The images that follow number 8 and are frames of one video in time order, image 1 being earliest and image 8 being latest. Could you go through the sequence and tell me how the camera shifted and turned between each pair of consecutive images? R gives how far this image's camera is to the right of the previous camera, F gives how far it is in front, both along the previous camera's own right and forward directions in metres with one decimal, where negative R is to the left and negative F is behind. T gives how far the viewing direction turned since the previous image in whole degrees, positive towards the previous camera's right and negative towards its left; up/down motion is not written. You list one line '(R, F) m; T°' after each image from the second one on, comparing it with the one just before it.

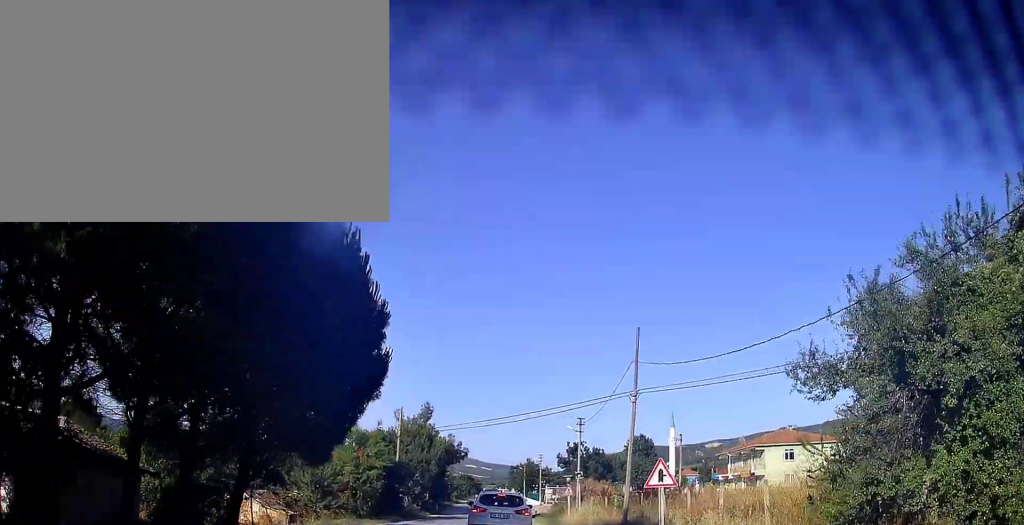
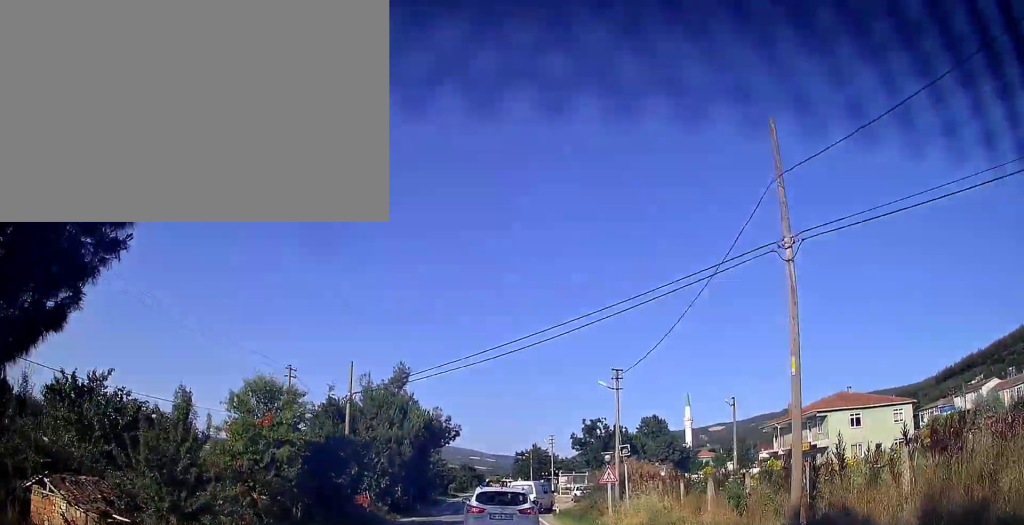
(0.0, +14.2) m; -1°
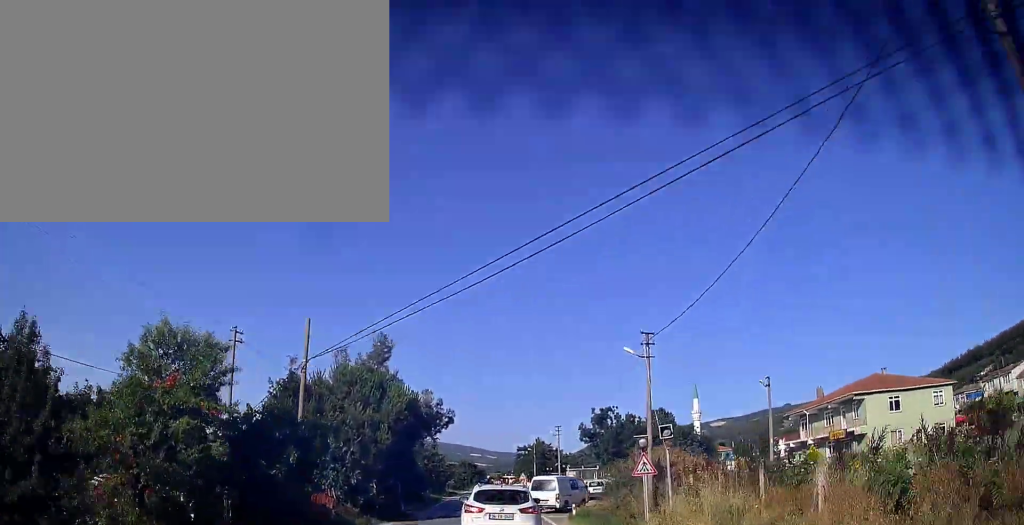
(0.0, +7.0) m; 0°
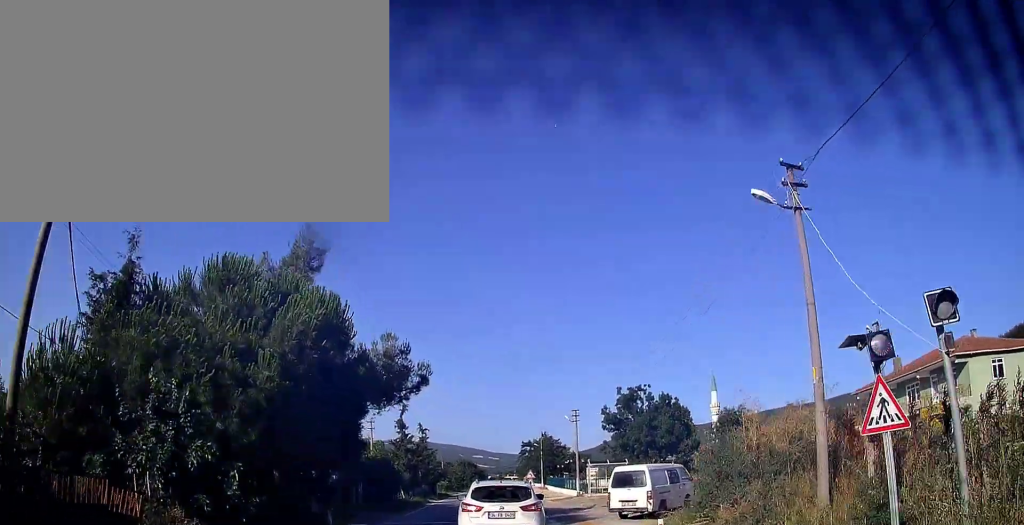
(-0.1, +14.2) m; 0°
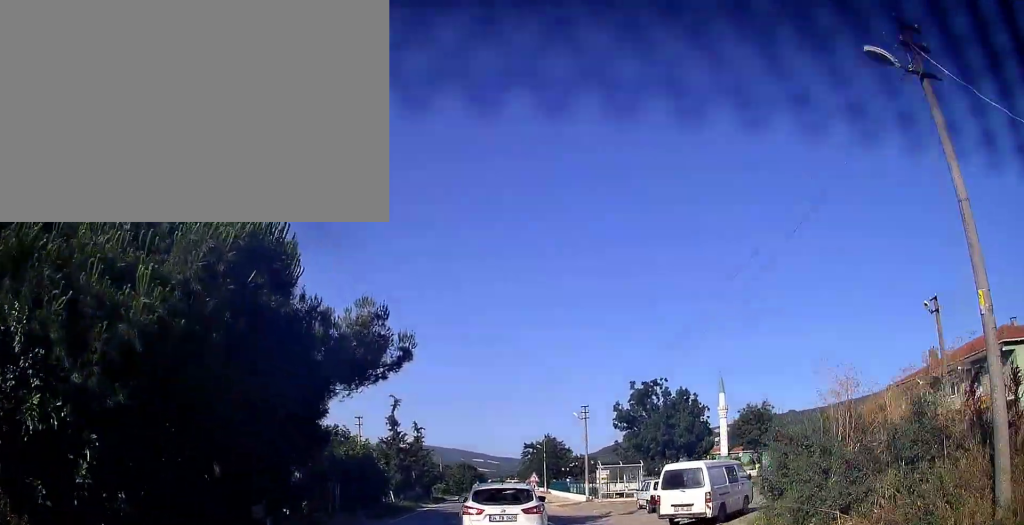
(+0.1, +4.4) m; 0°
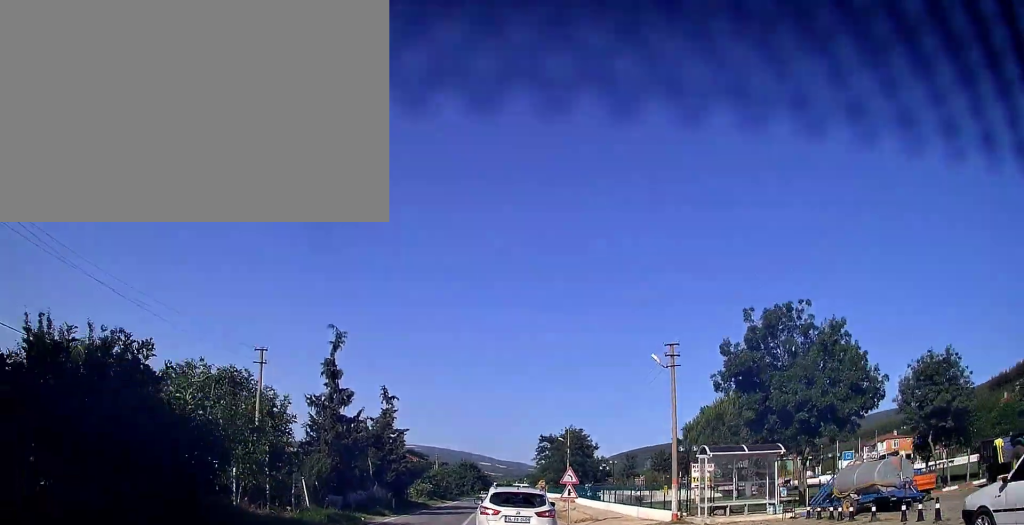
(-0.2, +21.6) m; 0°
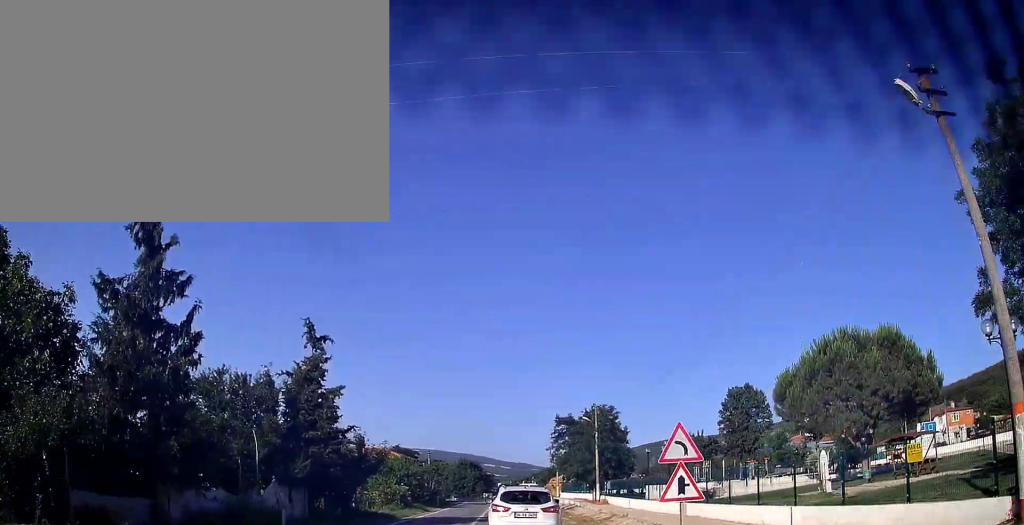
(+0.1, +16.4) m; 0°
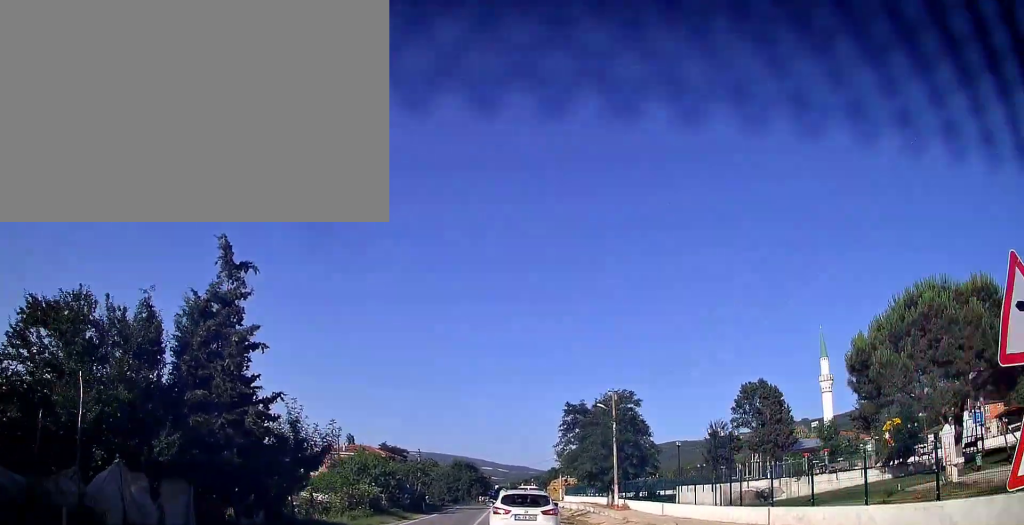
(-0.1, +8.1) m; 0°
